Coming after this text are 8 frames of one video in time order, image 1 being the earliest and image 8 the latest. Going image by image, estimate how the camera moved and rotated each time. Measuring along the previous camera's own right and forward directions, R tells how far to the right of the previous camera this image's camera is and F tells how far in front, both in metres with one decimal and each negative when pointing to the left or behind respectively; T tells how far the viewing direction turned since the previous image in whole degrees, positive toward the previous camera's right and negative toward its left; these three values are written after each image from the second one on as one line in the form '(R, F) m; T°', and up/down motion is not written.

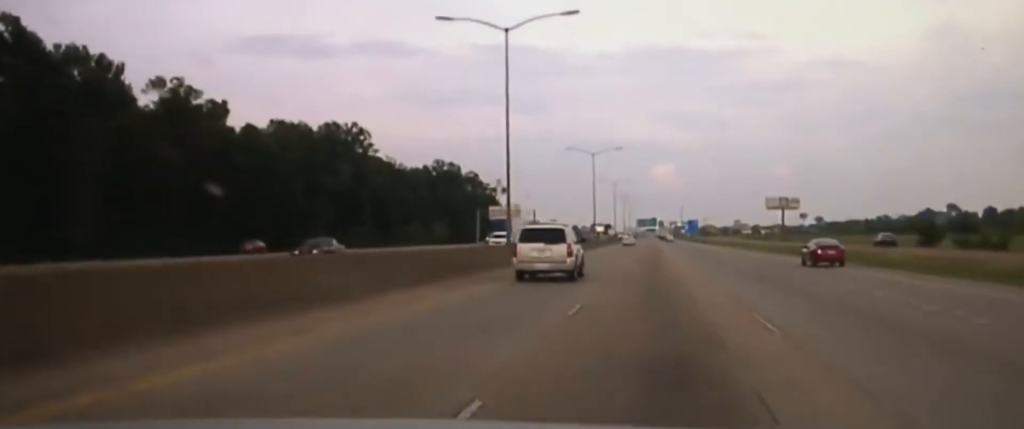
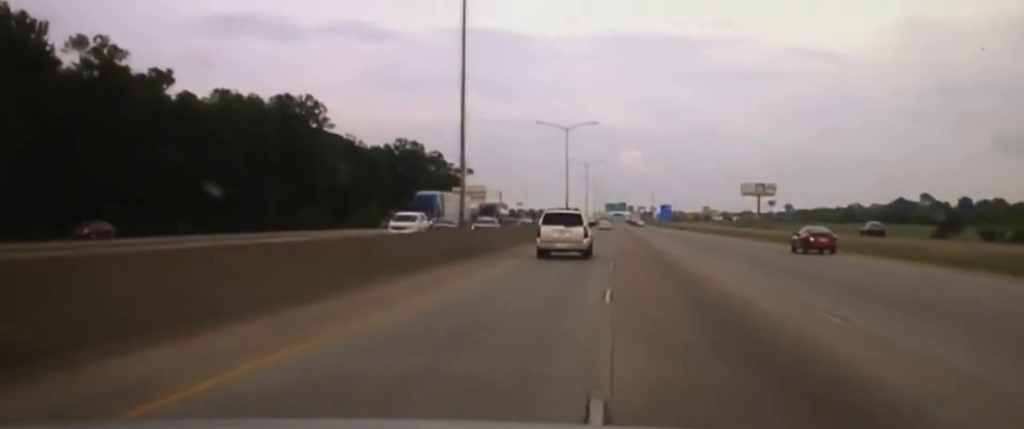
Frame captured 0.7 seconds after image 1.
(0.0, +11.6) m; +3°
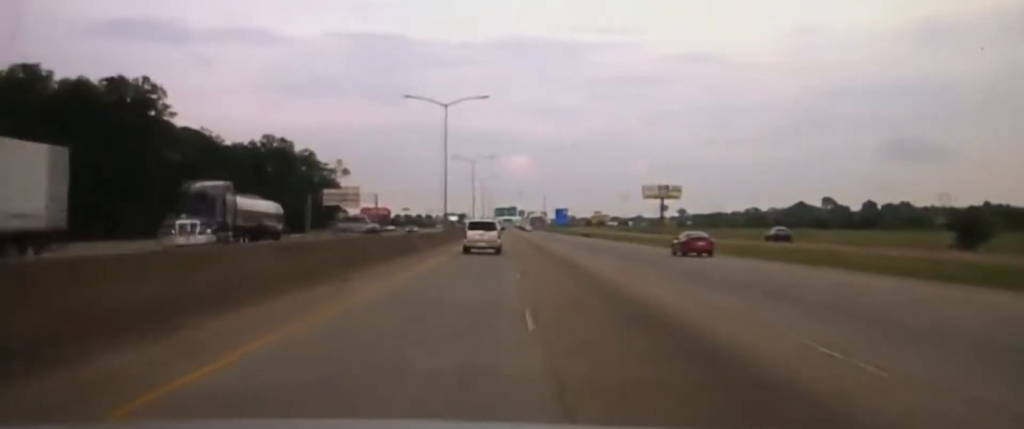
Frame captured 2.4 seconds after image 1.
(+2.7, +28.2) m; +9°
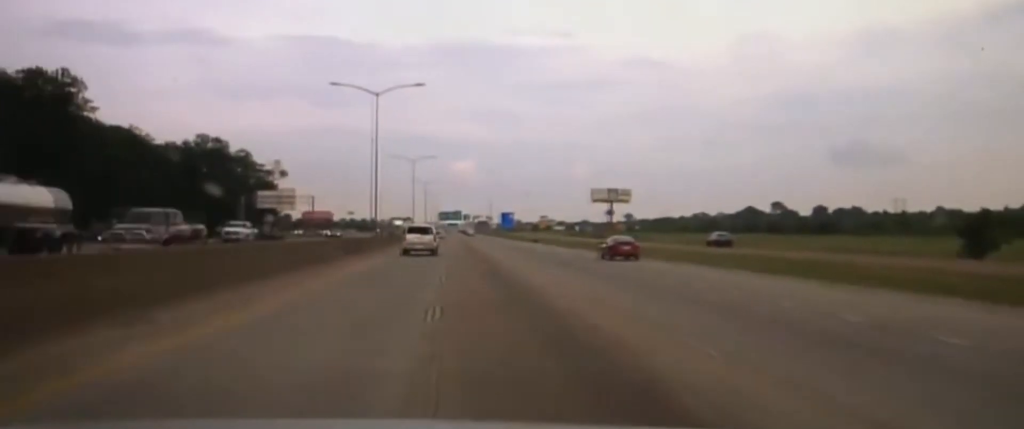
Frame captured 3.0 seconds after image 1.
(+0.3, +10.2) m; 0°
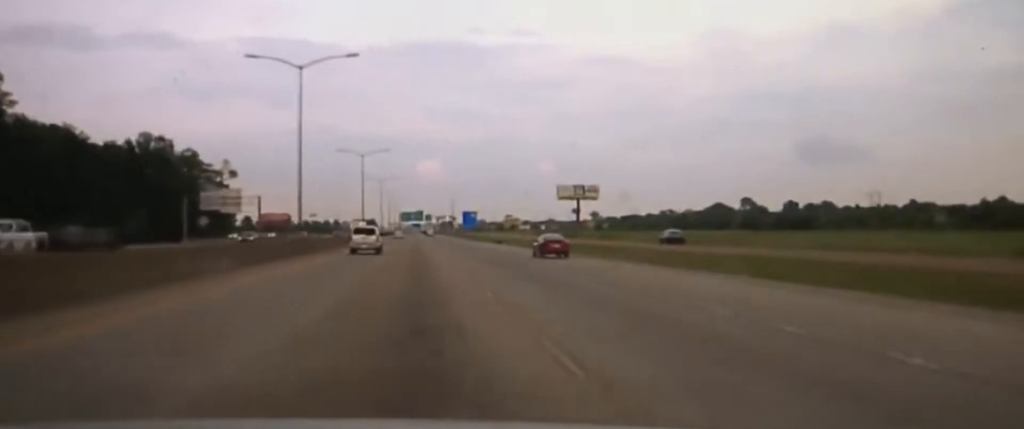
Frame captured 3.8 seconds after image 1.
(+0.1, +14.7) m; -1°
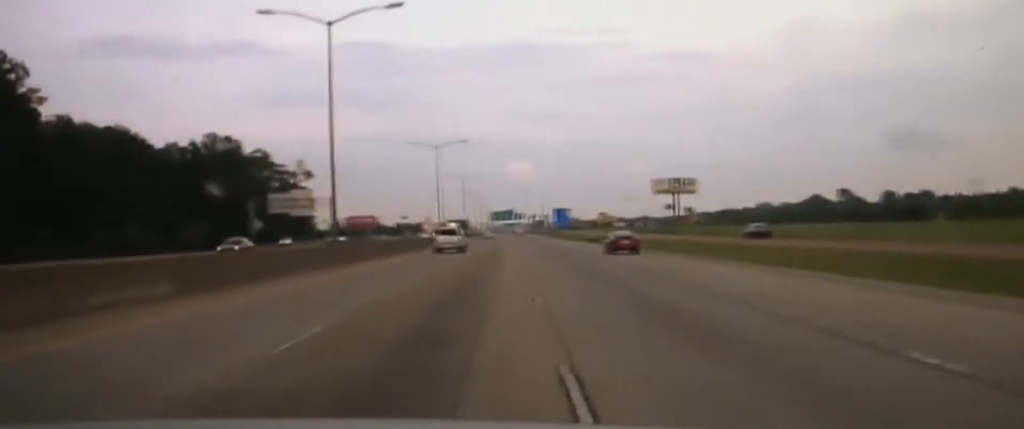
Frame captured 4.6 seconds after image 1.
(-0.4, +15.3) m; -1°
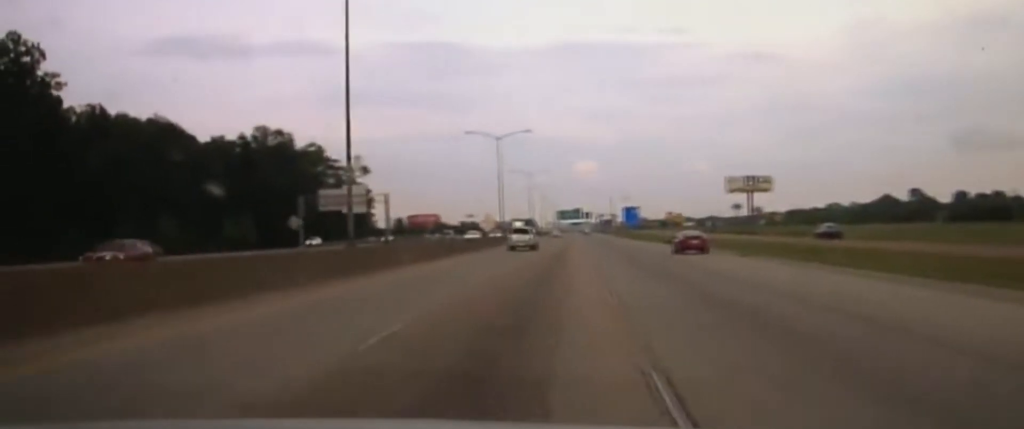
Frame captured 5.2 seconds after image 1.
(0.0, +11.5) m; -1°
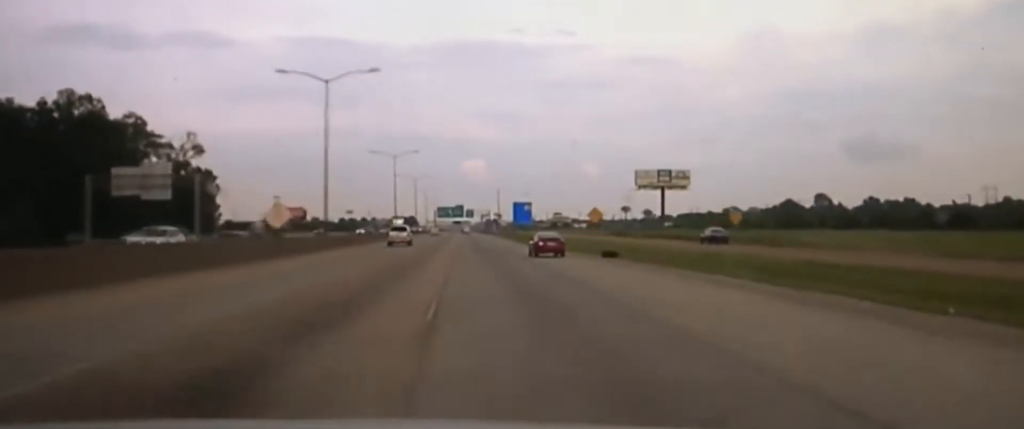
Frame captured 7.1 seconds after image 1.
(+0.4, +41.1) m; +3°
